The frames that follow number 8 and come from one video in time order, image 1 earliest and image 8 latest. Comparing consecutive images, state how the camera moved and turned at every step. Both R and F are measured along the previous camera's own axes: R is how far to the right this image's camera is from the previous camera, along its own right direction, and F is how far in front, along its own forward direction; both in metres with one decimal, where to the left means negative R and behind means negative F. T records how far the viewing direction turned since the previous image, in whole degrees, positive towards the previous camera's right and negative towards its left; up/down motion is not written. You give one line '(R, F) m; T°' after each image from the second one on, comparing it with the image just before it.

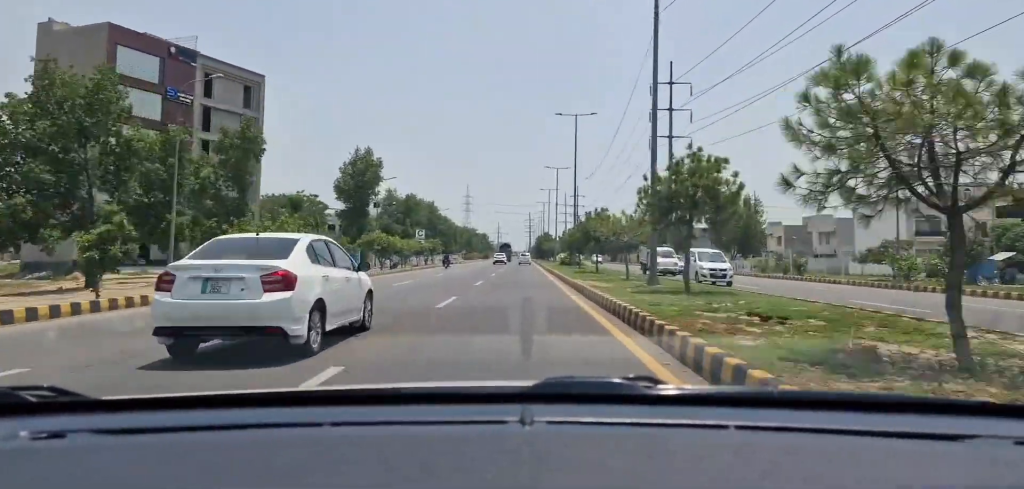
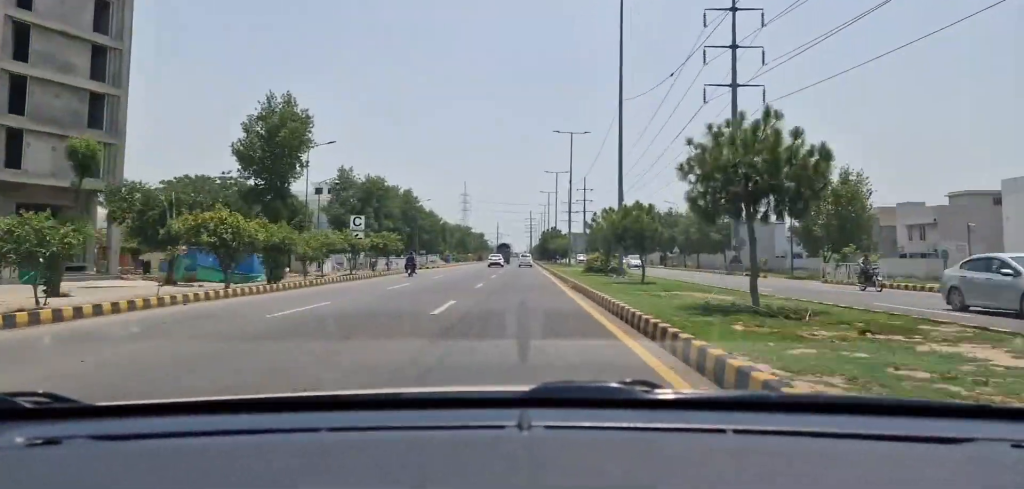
(-0.4, +24.1) m; 0°
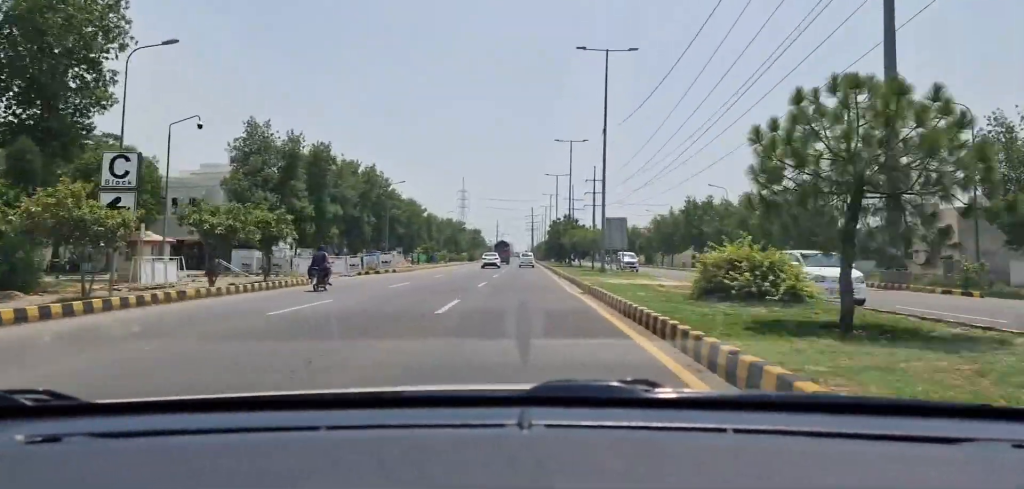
(+0.2, +25.7) m; 0°
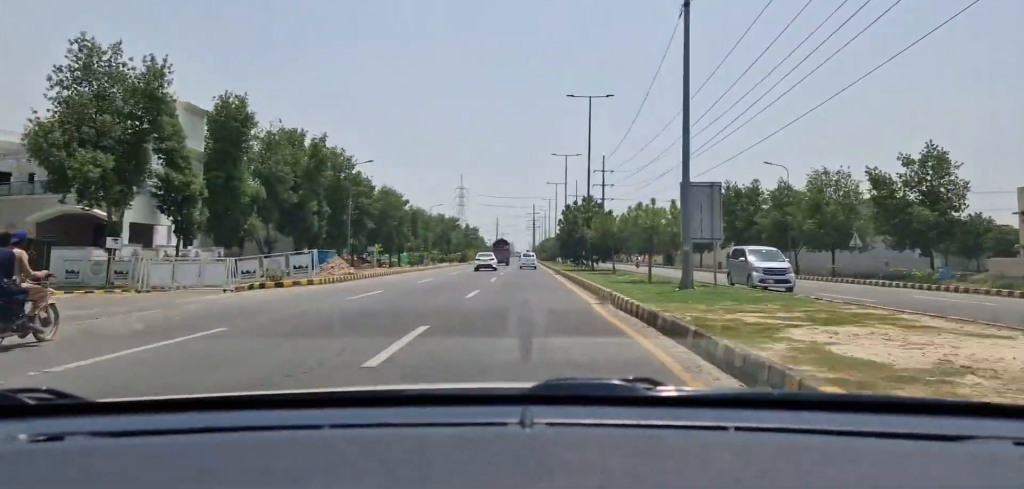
(0.0, +18.3) m; 0°
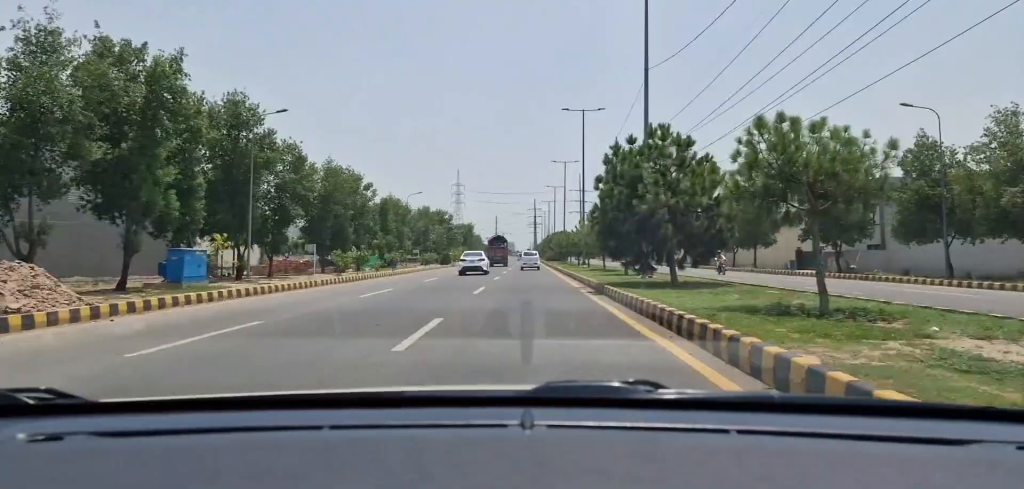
(-0.1, +22.0) m; 0°
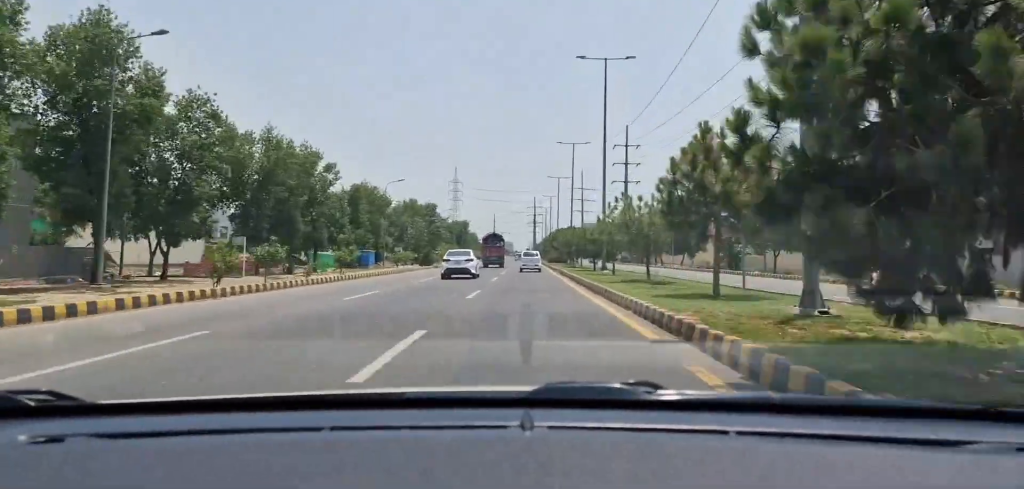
(0.0, +13.8) m; 0°
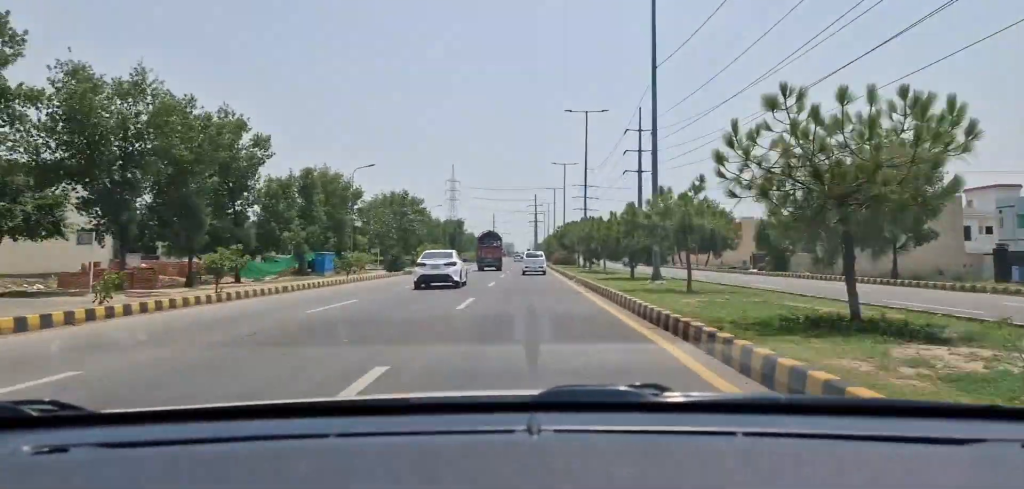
(0.0, +14.9) m; 0°
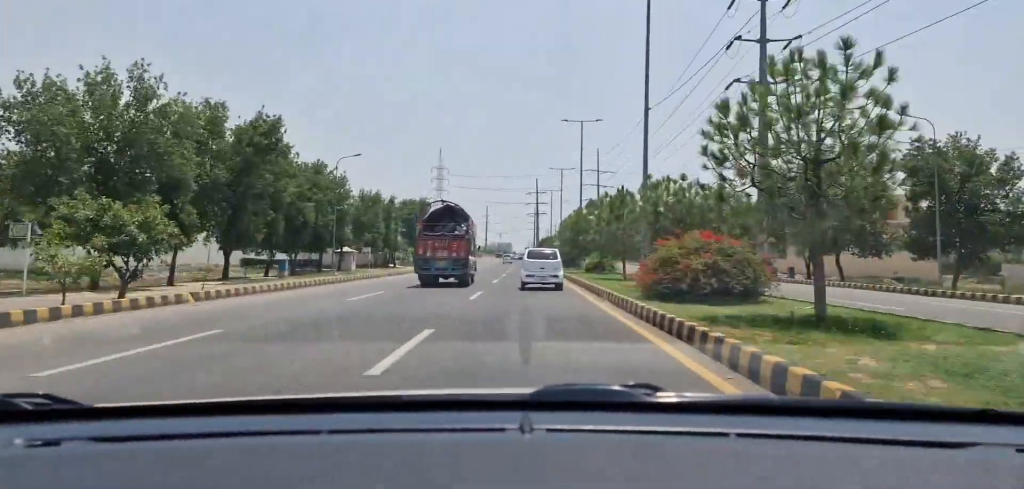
(-0.2, +56.3) m; 0°
